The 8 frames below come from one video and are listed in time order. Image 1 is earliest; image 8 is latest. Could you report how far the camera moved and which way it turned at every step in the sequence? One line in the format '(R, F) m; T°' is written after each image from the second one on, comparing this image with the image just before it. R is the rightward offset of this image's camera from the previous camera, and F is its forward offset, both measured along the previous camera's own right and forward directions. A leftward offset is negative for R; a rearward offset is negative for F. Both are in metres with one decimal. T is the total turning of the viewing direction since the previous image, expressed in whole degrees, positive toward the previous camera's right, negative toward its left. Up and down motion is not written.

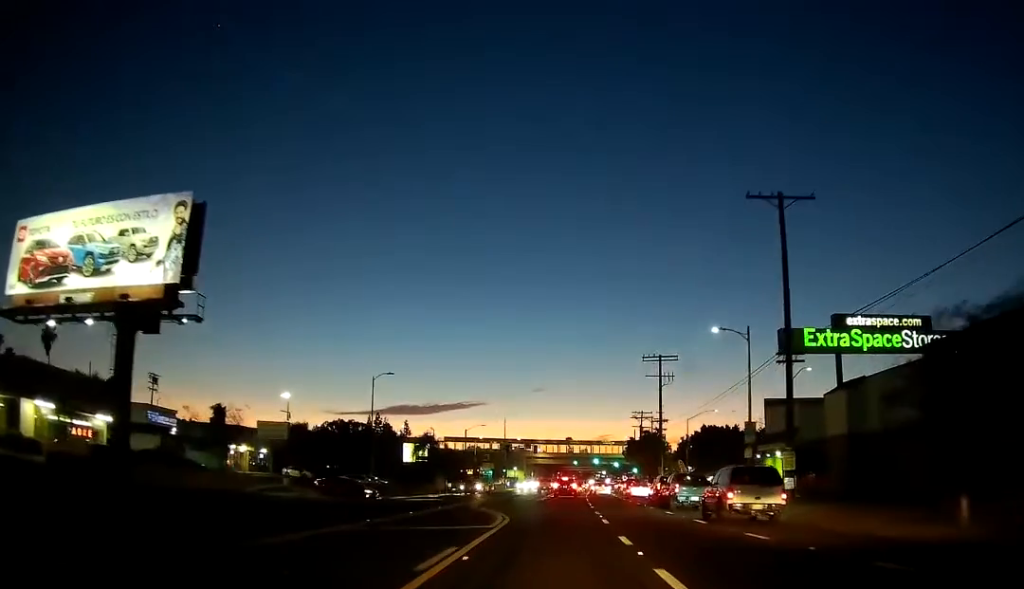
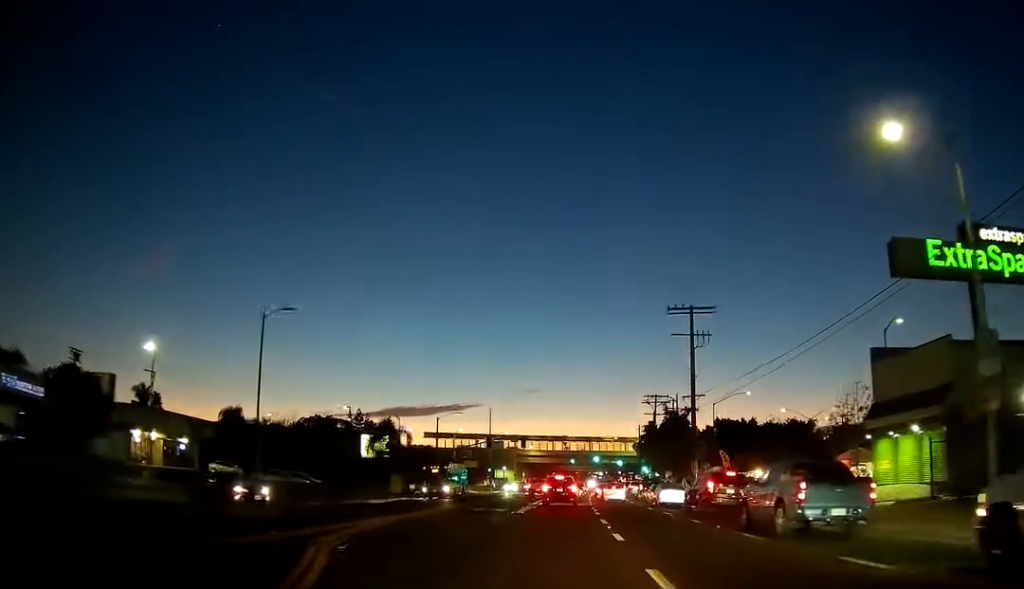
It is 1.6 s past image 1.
(+0.1, +23.3) m; +1°
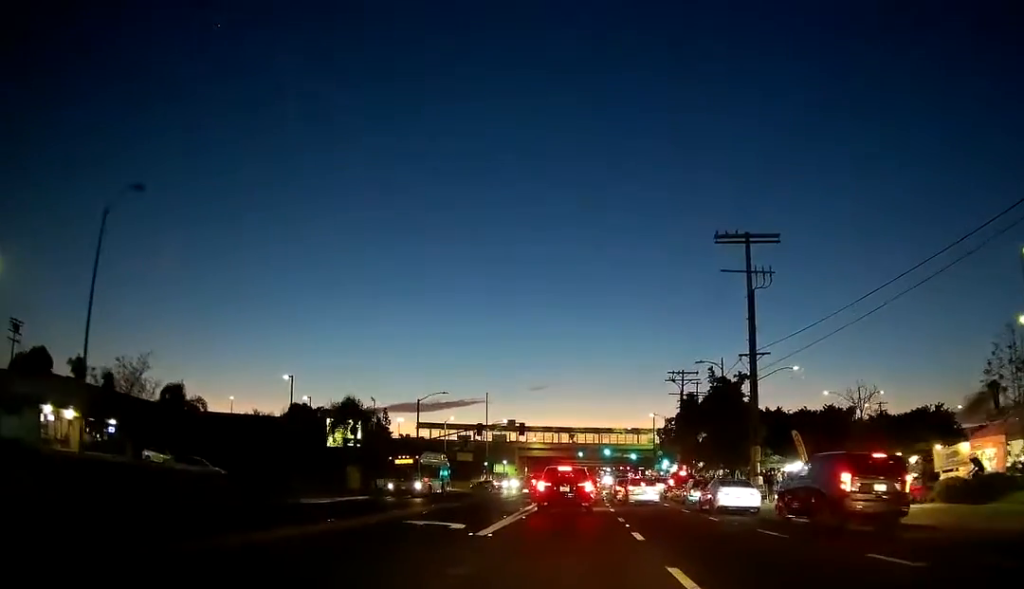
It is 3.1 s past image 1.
(+0.1, +17.5) m; 0°
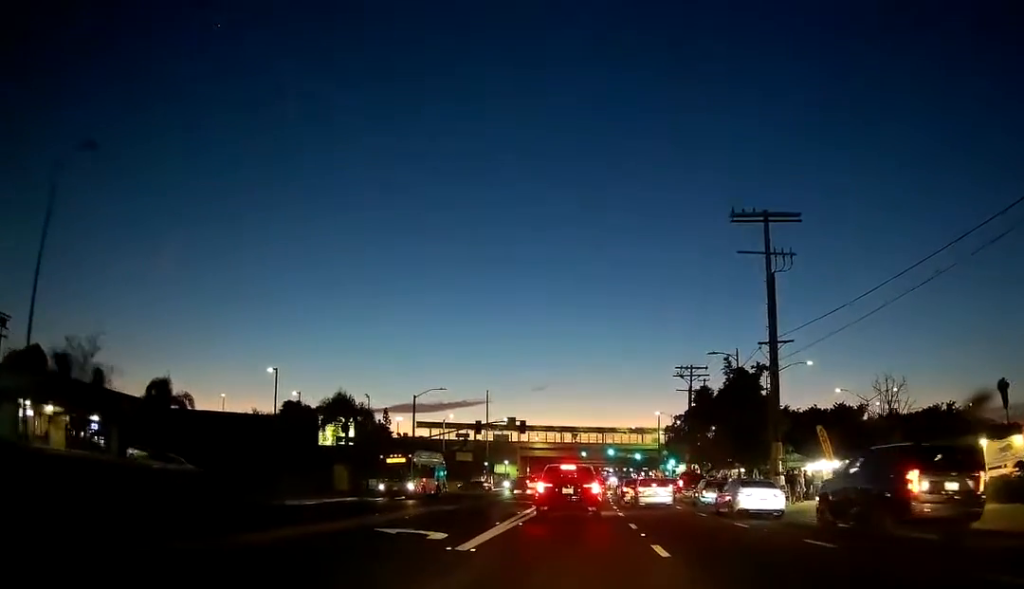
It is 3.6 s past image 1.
(0.0, +4.1) m; 0°
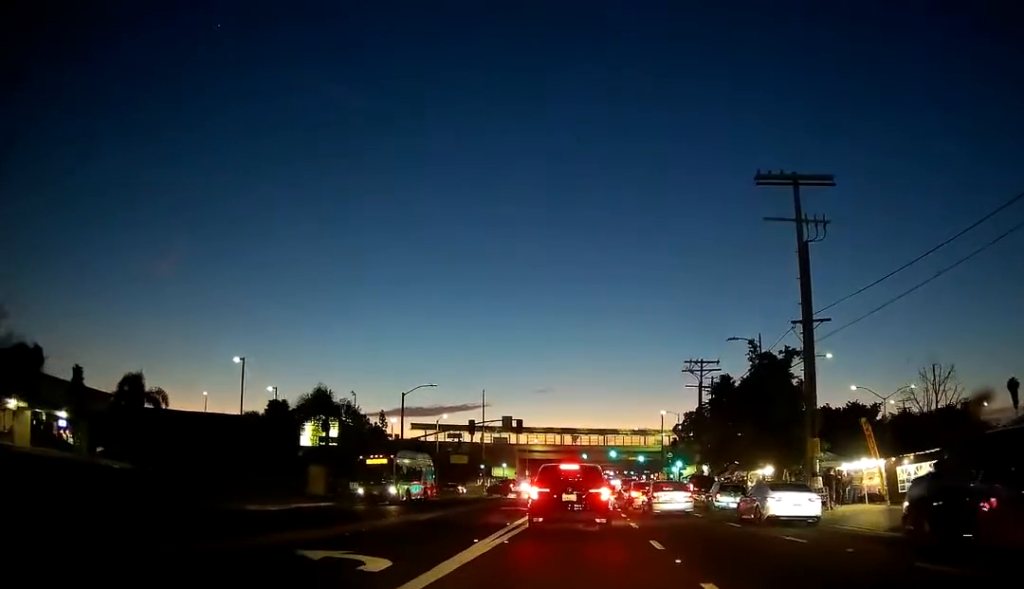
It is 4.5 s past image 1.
(+0.1, +6.4) m; 0°
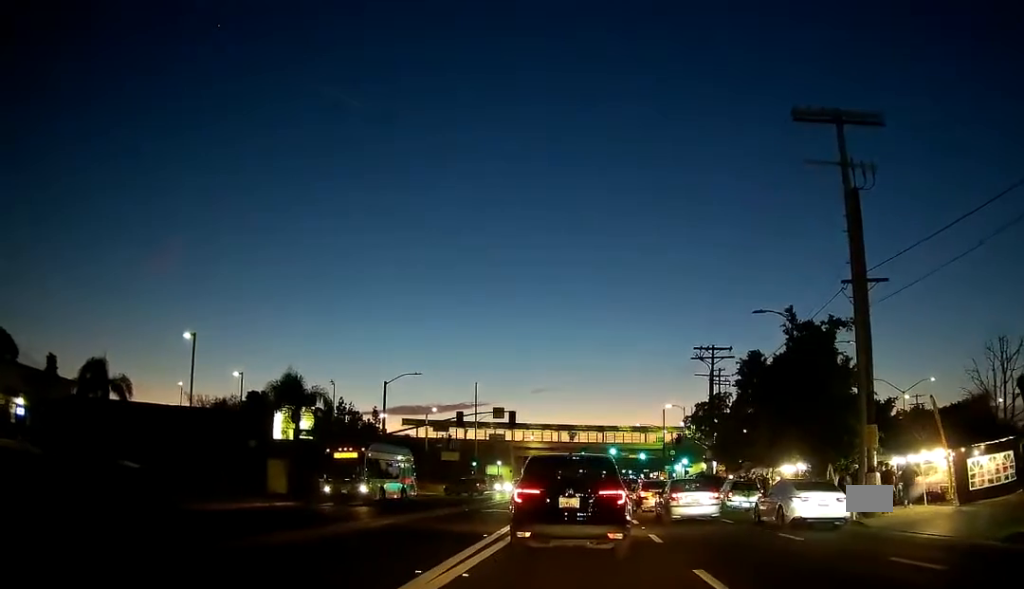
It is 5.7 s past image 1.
(-0.1, +6.5) m; +3°
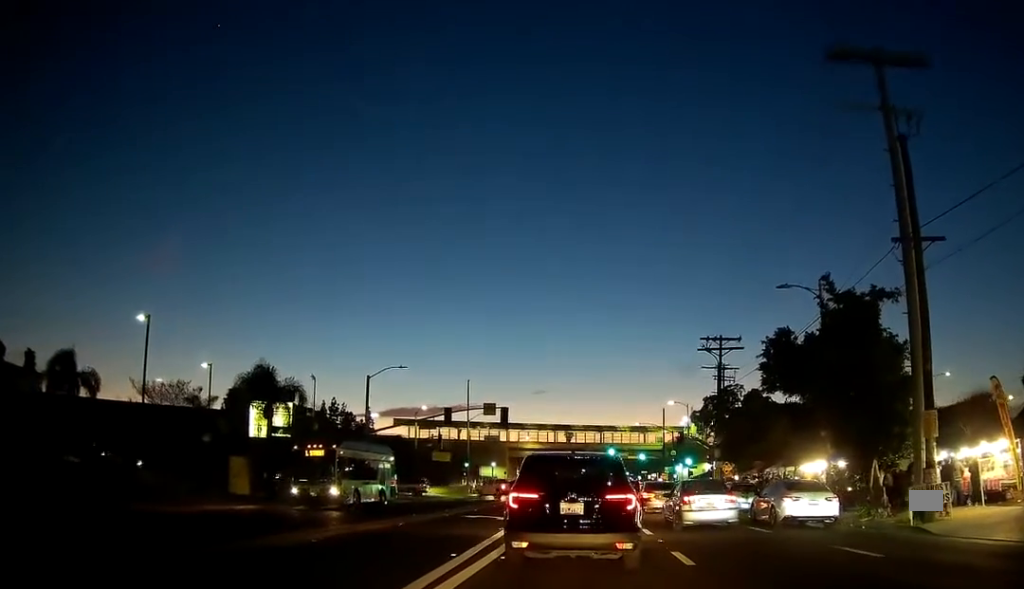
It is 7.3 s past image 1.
(+0.3, +5.0) m; +6°
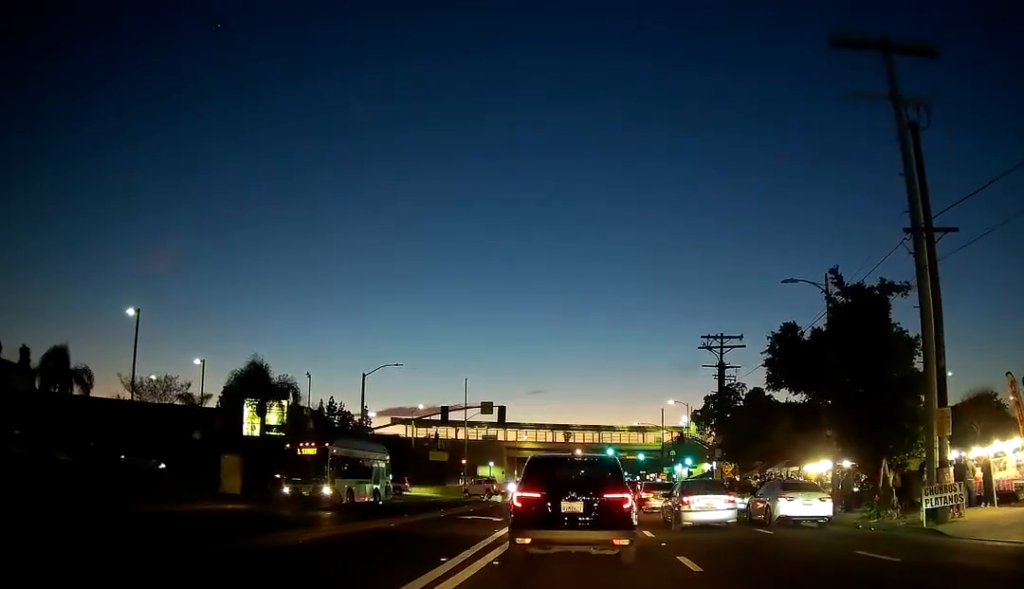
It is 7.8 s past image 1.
(0.0, +0.8) m; -2°
